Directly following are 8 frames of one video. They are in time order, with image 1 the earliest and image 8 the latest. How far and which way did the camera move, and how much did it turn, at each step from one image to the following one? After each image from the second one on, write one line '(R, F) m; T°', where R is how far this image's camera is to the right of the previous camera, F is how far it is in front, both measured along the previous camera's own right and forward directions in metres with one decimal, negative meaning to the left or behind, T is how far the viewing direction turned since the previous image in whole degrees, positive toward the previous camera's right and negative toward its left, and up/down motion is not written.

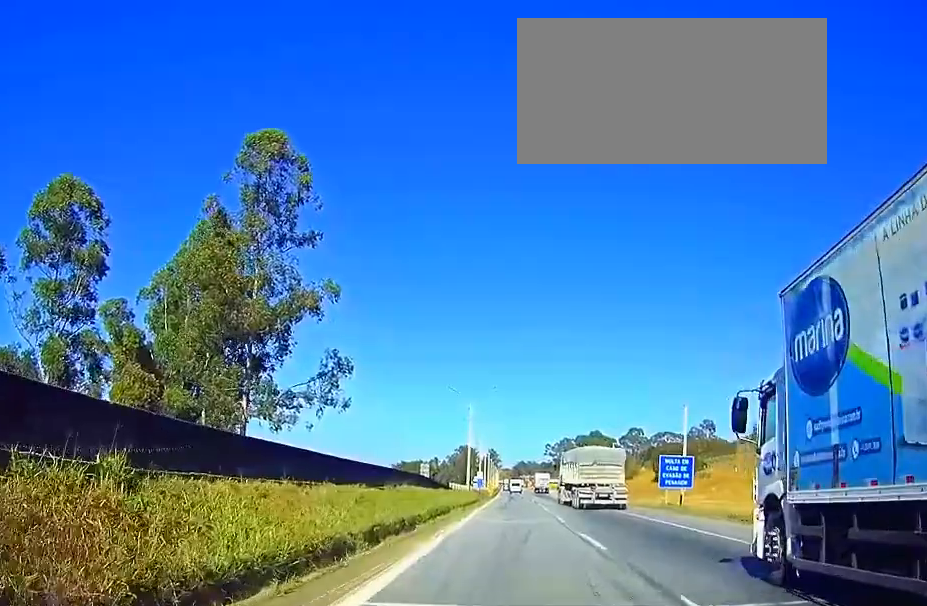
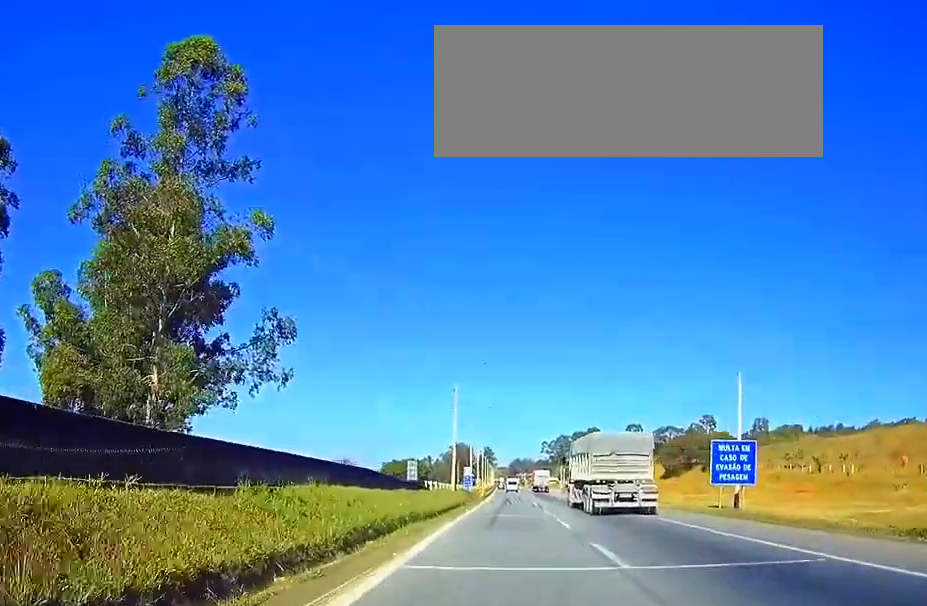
(0.0, +16.5) m; 0°
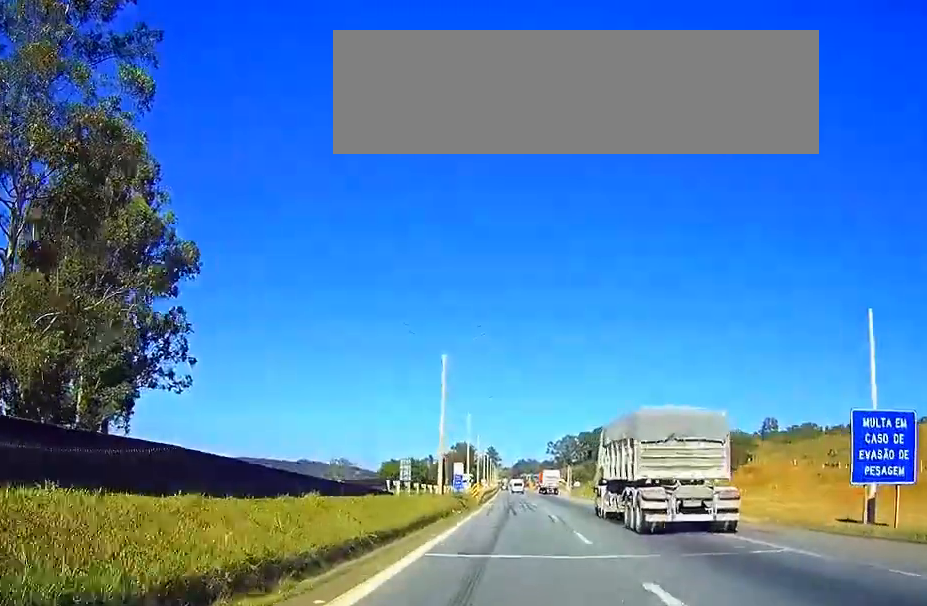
(0.0, +18.0) m; 0°
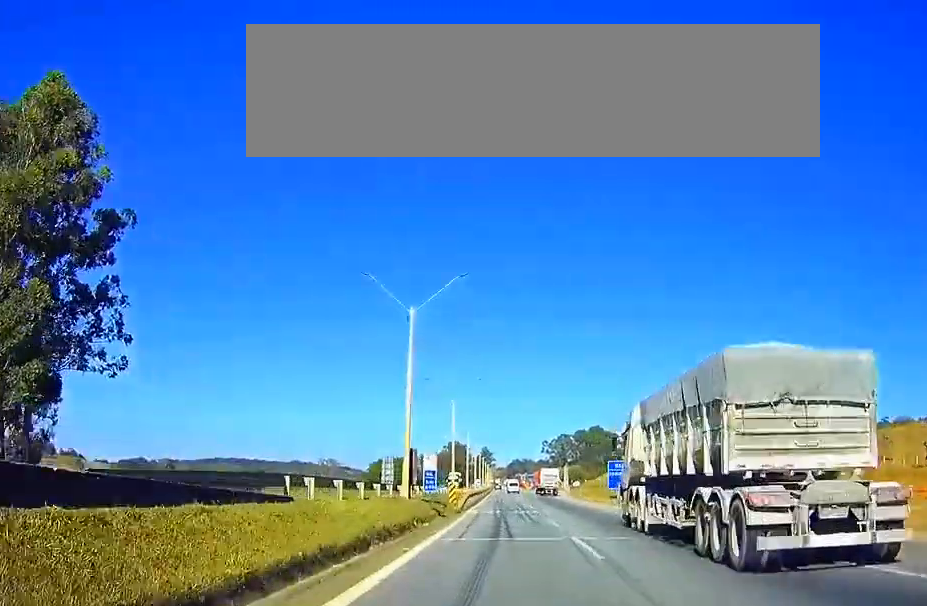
(-0.1, +15.7) m; 0°
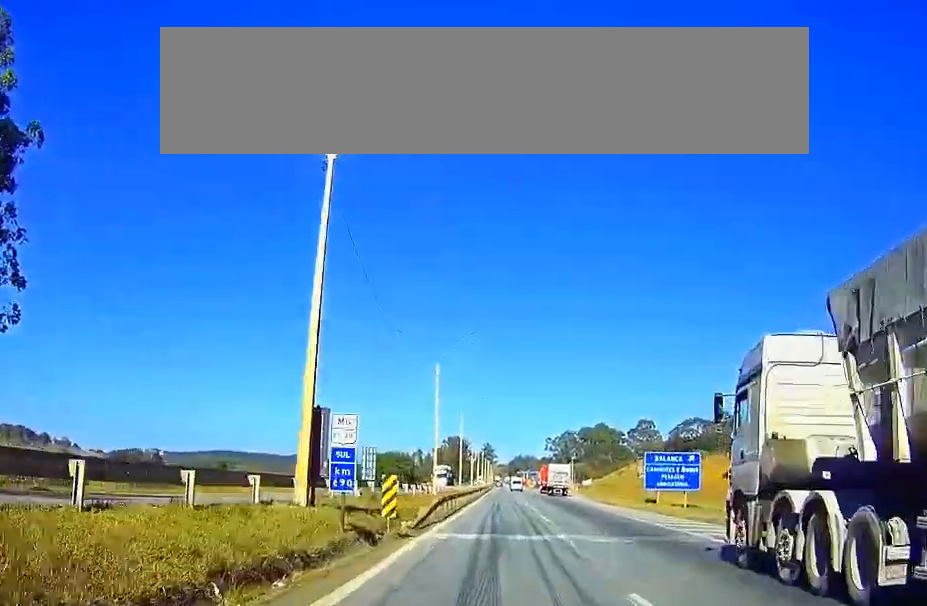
(+0.2, +20.3) m; +1°
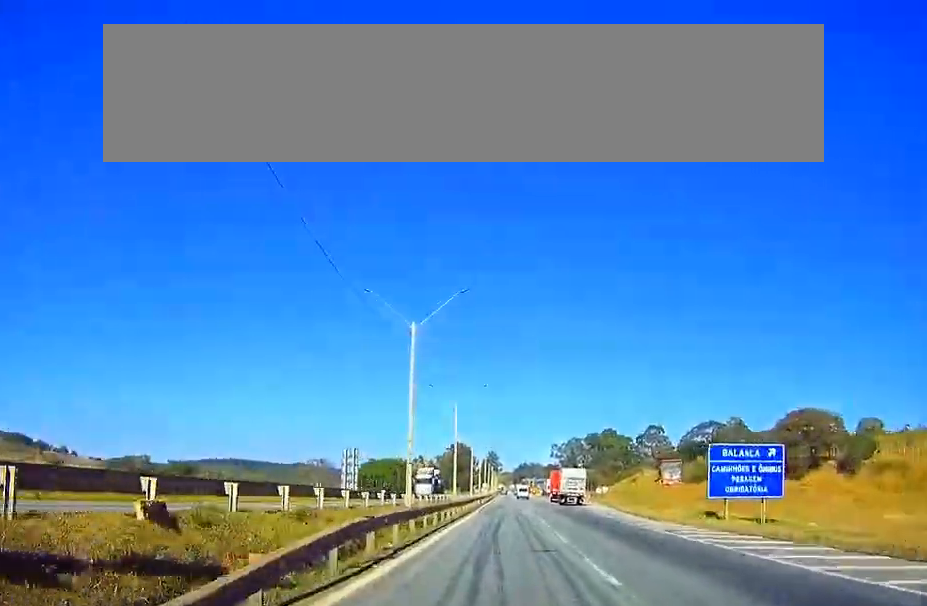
(0.0, +17.2) m; 0°
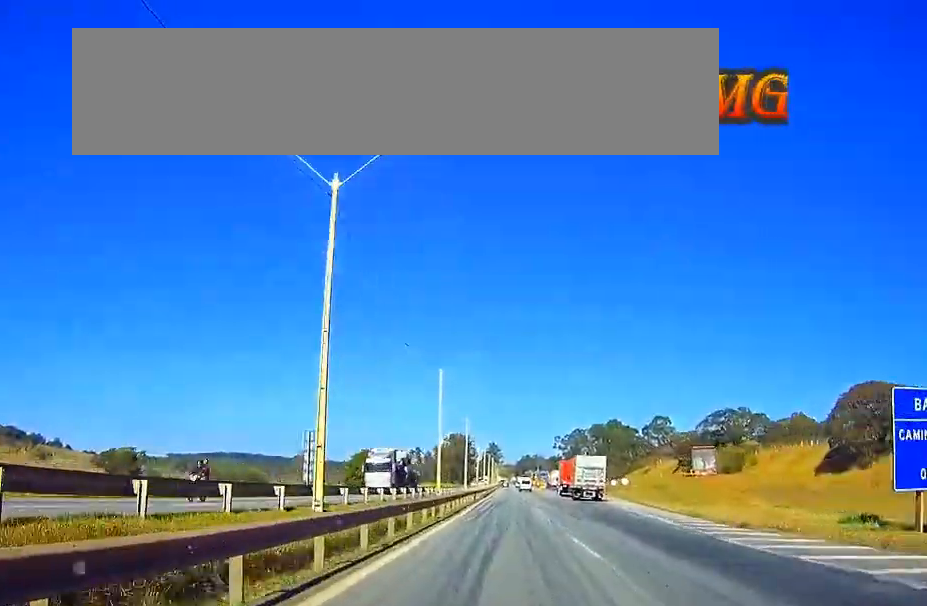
(-0.1, +19.6) m; -1°
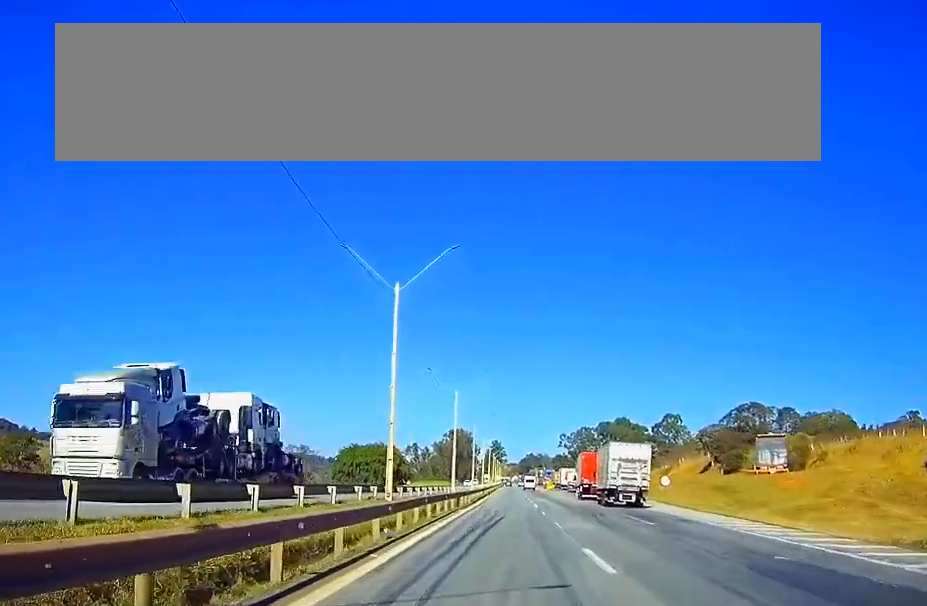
(-0.1, +25.9) m; 0°
